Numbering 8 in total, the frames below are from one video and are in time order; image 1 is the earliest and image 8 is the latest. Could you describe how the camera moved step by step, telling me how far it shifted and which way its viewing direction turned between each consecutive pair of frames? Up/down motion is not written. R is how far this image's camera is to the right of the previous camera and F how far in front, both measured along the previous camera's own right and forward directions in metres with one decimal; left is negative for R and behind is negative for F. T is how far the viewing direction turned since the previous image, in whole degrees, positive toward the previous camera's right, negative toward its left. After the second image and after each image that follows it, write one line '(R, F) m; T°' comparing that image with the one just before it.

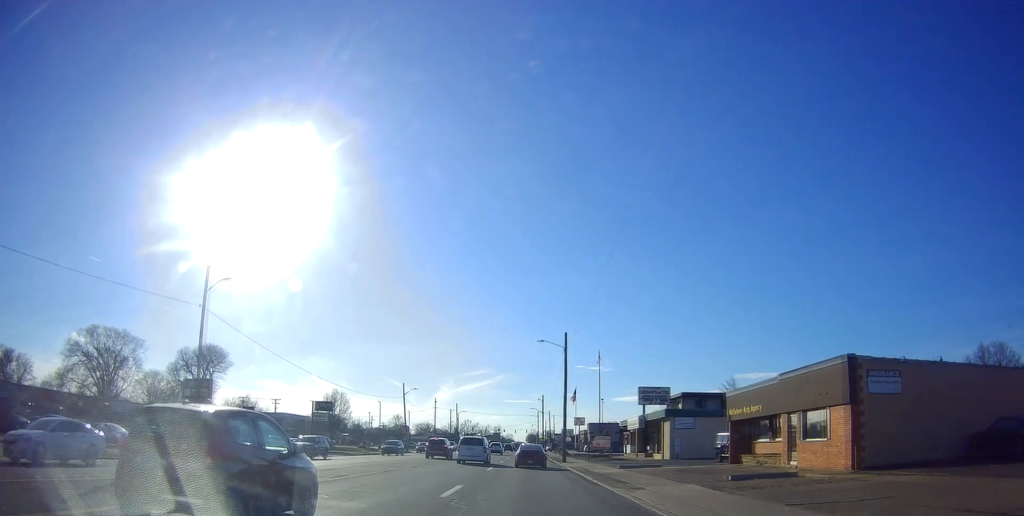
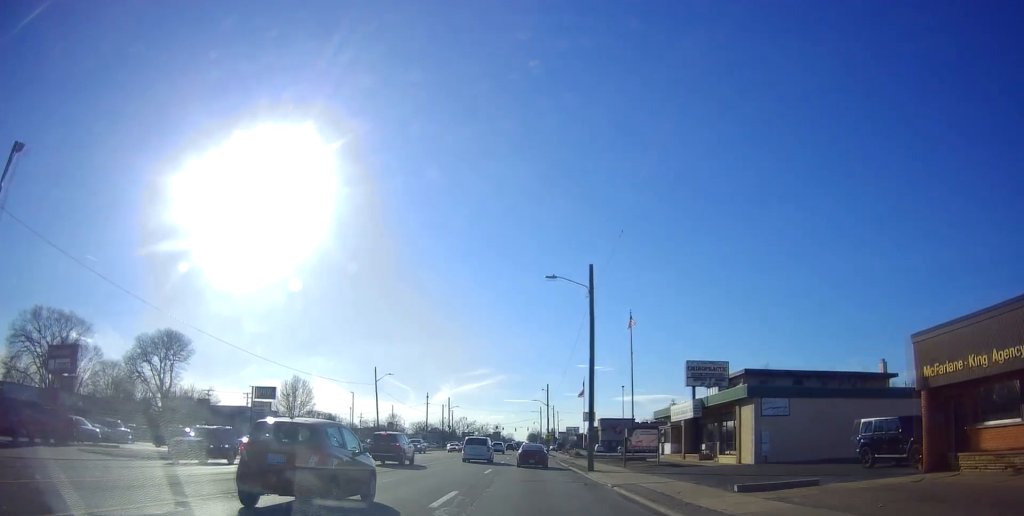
(-0.3, +17.8) m; 0°
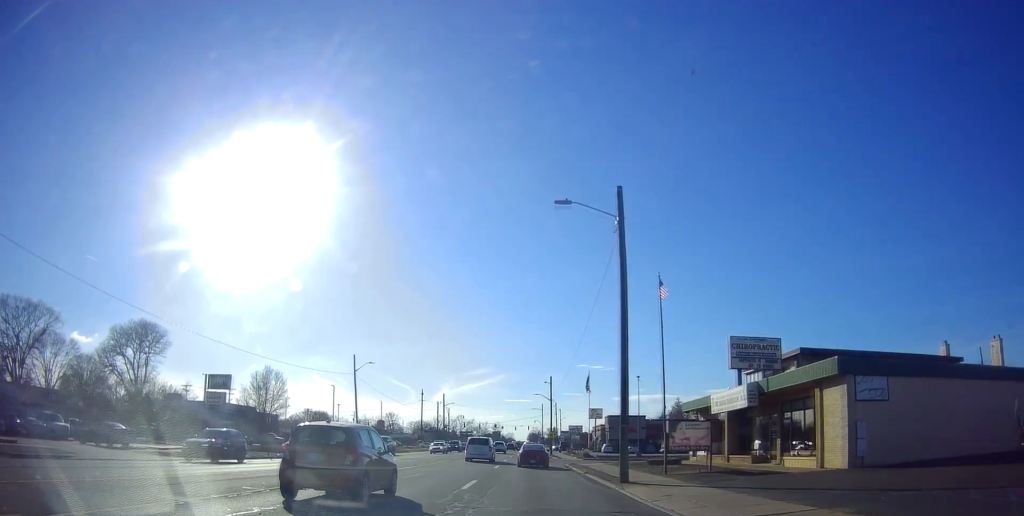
(+0.1, +9.1) m; +1°
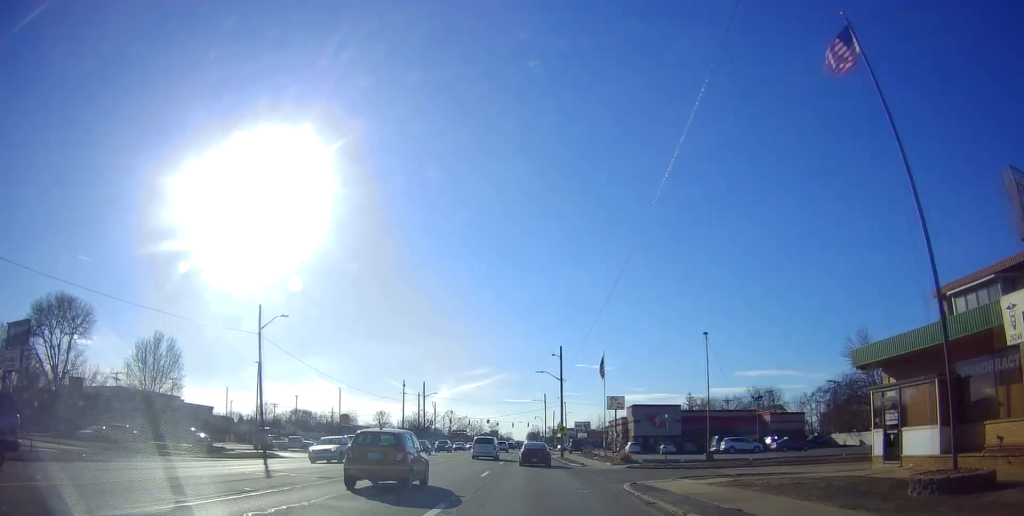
(+0.5, +21.8) m; 0°
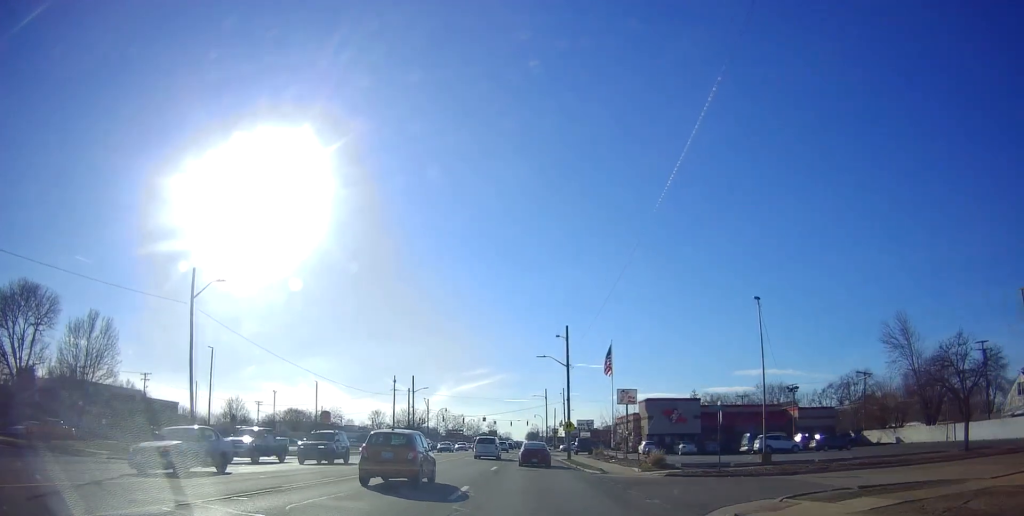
(-0.2, +7.9) m; -1°
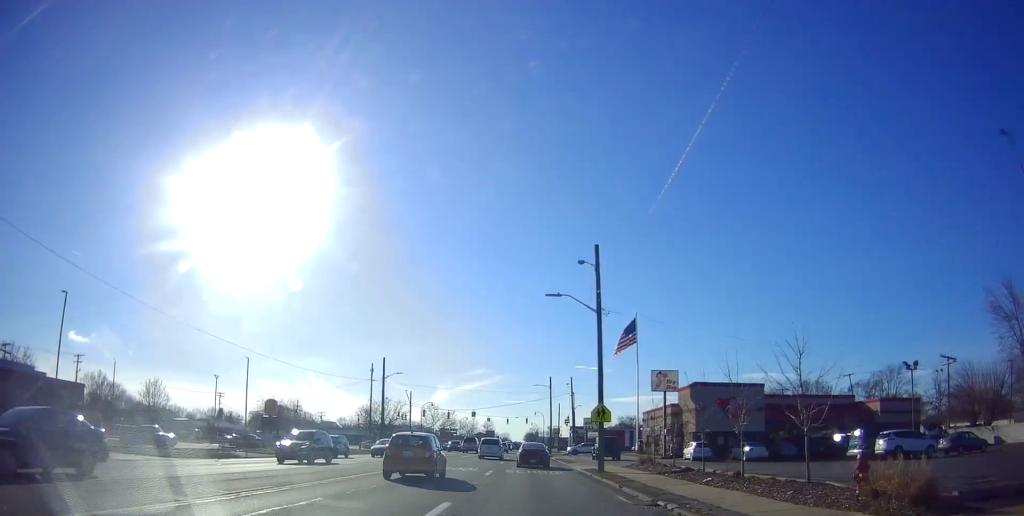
(-0.3, +16.2) m; -1°
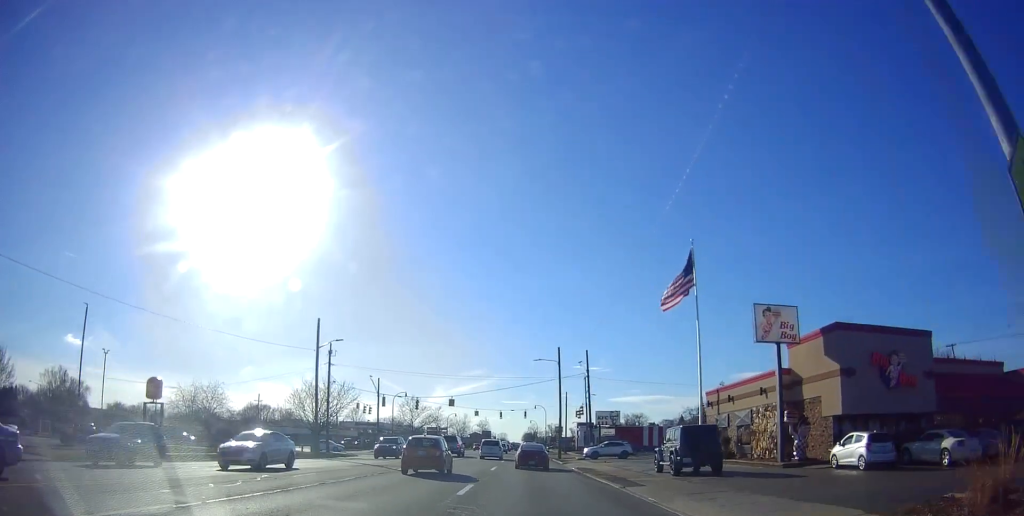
(-0.1, +22.8) m; 0°
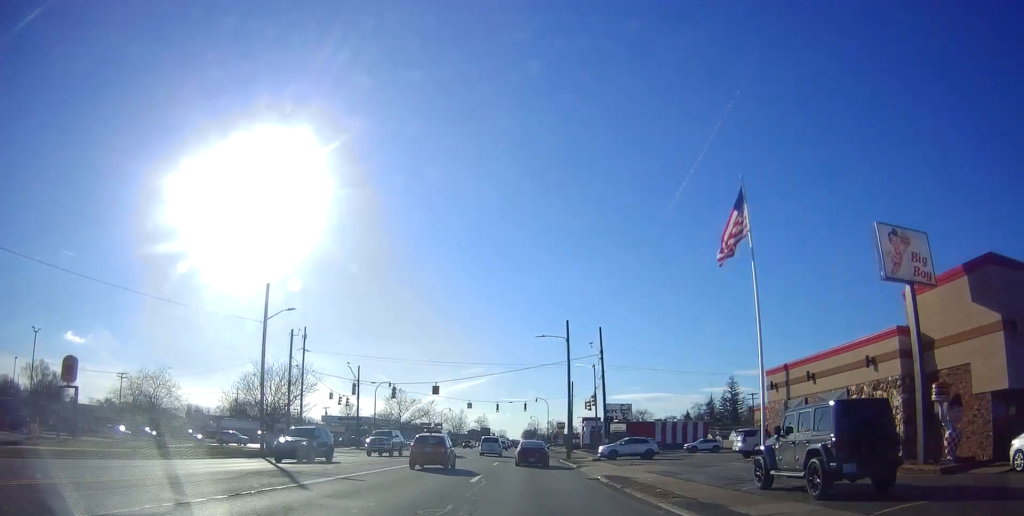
(0.0, +11.9) m; 0°
